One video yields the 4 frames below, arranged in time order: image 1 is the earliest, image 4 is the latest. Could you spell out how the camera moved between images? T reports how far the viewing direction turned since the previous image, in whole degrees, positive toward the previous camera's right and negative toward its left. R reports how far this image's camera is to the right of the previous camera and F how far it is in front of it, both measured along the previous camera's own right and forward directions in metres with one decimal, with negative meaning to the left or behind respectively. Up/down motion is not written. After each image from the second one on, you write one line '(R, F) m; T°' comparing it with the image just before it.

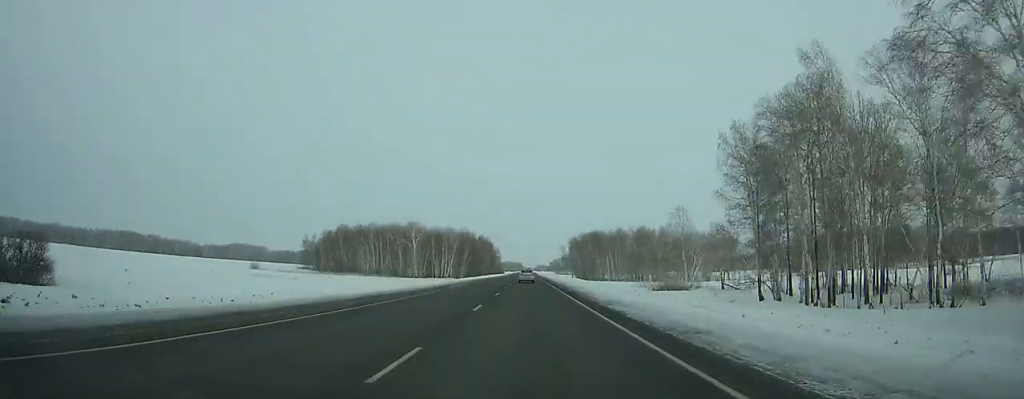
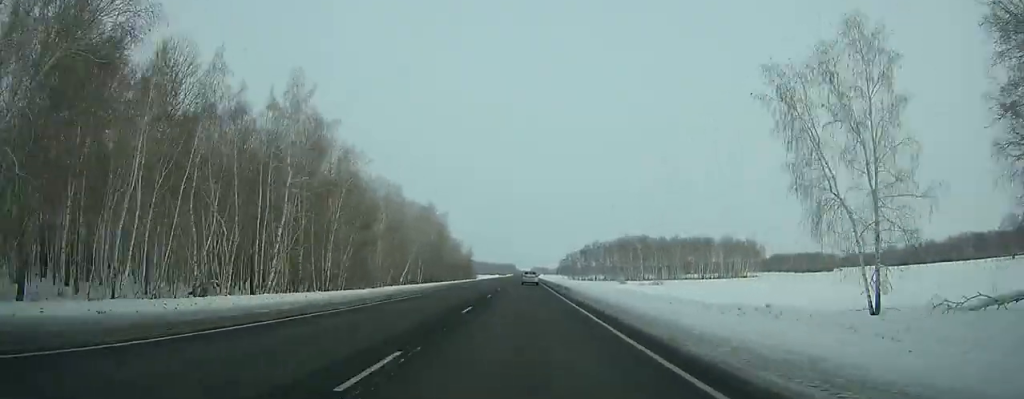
(+0.3, +217.0) m; 0°
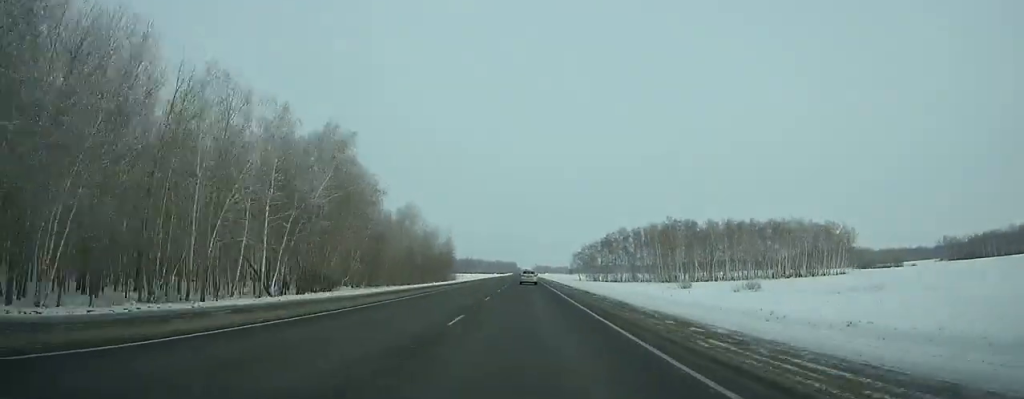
(0.0, +77.5) m; 0°
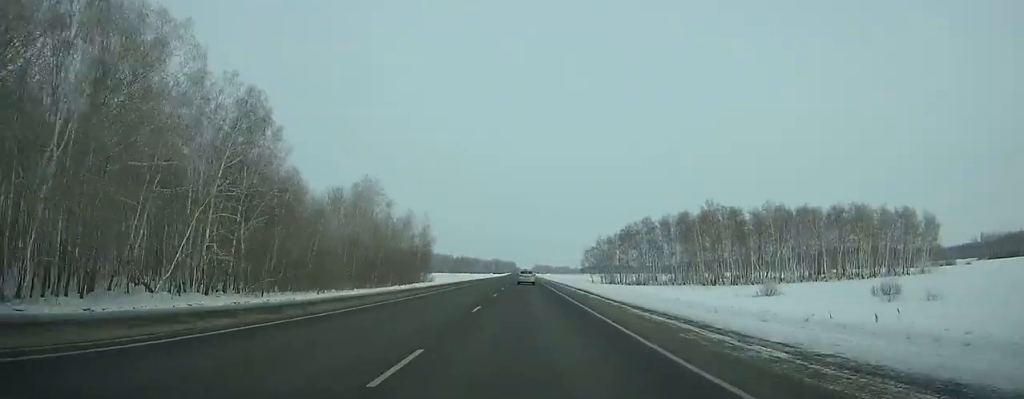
(0.0, +42.5) m; 0°
